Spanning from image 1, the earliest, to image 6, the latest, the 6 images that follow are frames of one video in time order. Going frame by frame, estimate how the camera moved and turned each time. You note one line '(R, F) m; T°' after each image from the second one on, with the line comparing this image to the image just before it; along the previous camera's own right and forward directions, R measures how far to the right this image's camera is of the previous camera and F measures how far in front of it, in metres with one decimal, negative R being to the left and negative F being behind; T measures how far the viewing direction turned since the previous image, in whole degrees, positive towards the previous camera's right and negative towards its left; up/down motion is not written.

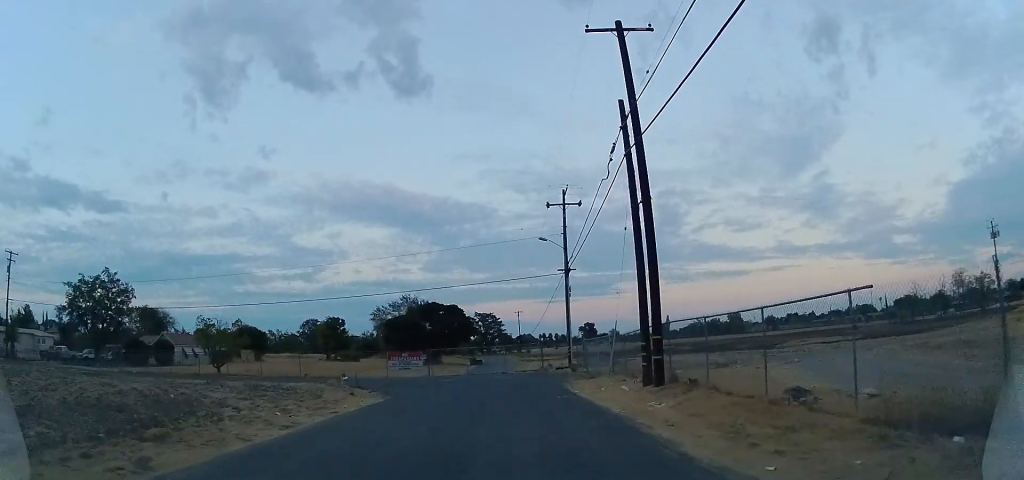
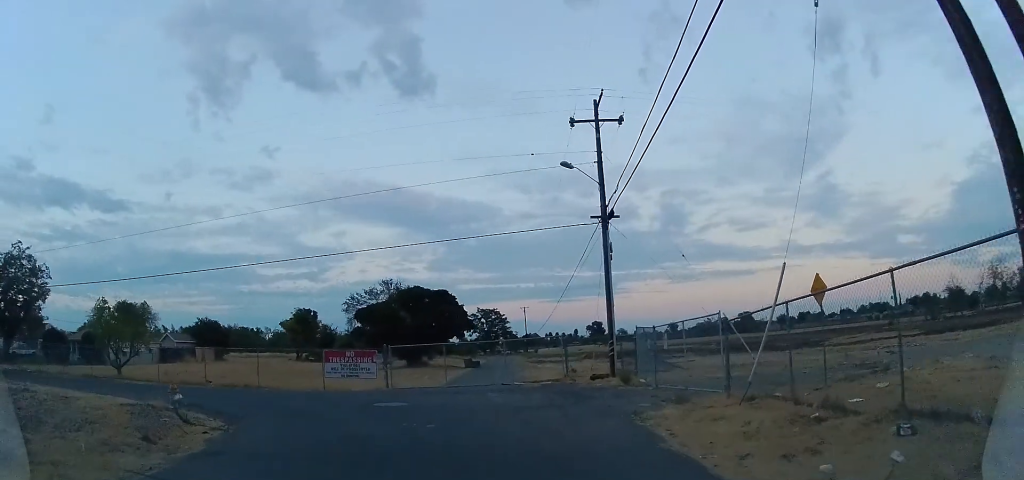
(+0.5, +13.8) m; +2°
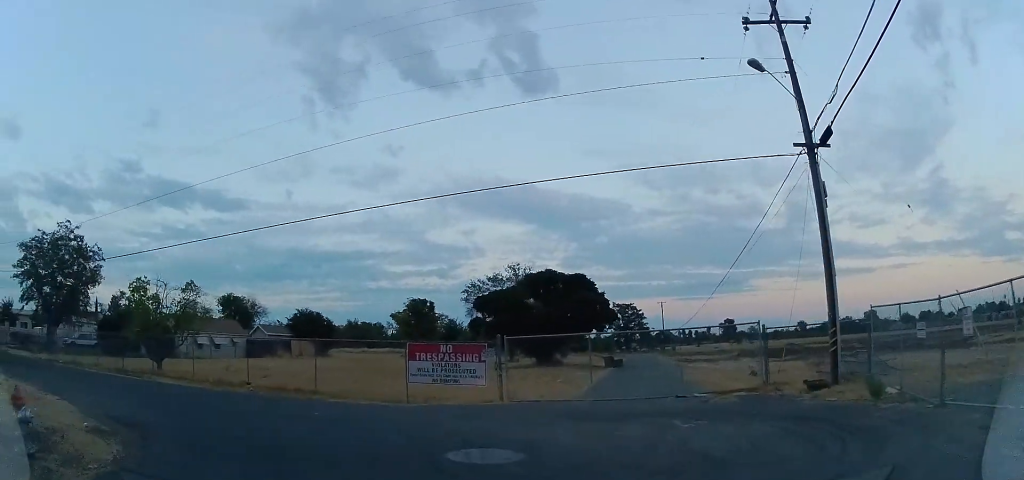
(-0.4, +8.2) m; -14°
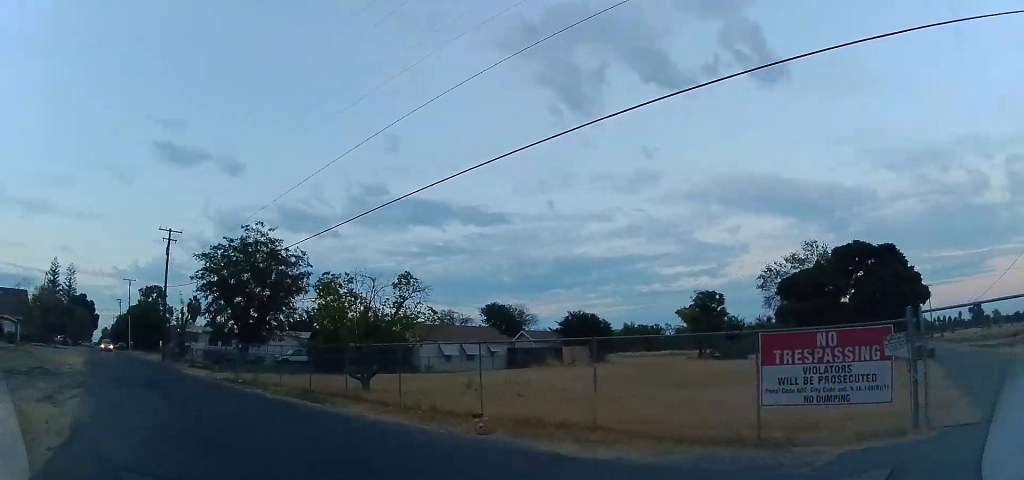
(-1.6, +7.4) m; -27°
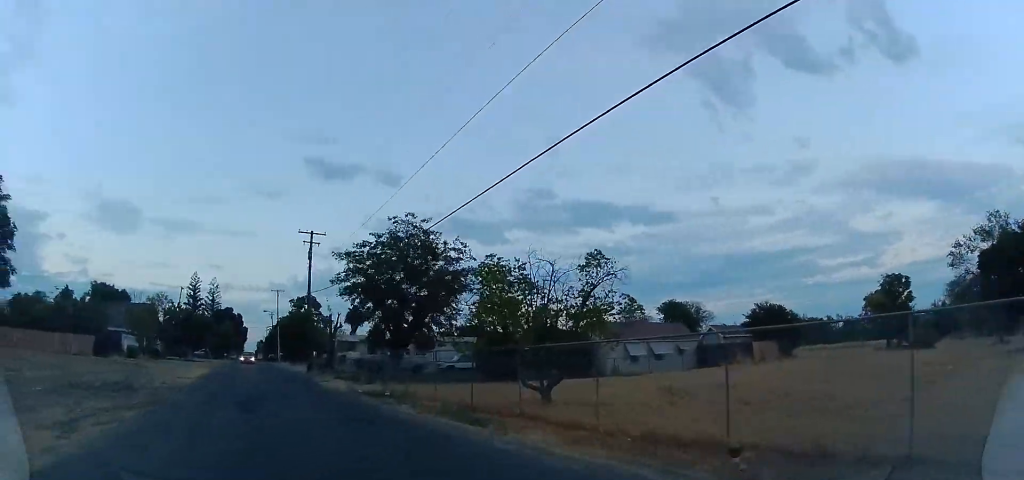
(-0.7, +4.4) m; -16°
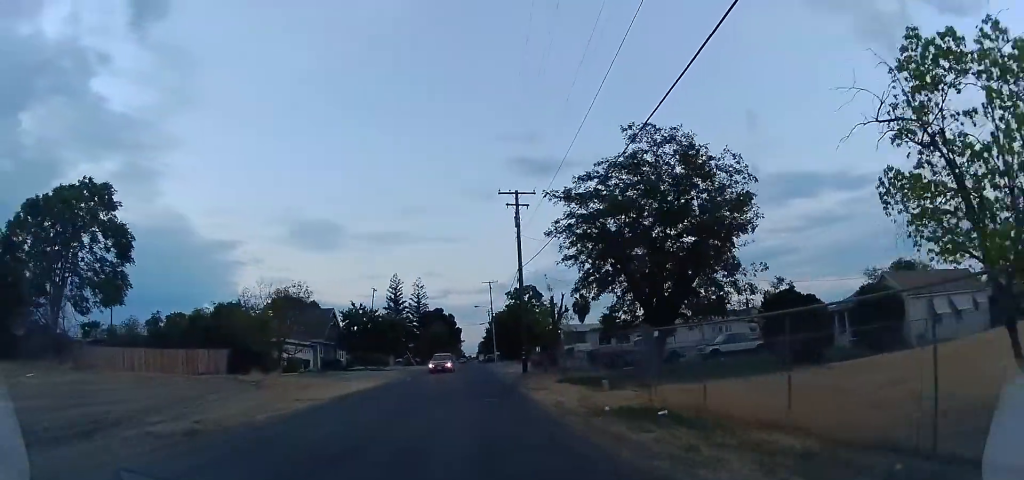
(-2.5, +9.6) m; -27°
